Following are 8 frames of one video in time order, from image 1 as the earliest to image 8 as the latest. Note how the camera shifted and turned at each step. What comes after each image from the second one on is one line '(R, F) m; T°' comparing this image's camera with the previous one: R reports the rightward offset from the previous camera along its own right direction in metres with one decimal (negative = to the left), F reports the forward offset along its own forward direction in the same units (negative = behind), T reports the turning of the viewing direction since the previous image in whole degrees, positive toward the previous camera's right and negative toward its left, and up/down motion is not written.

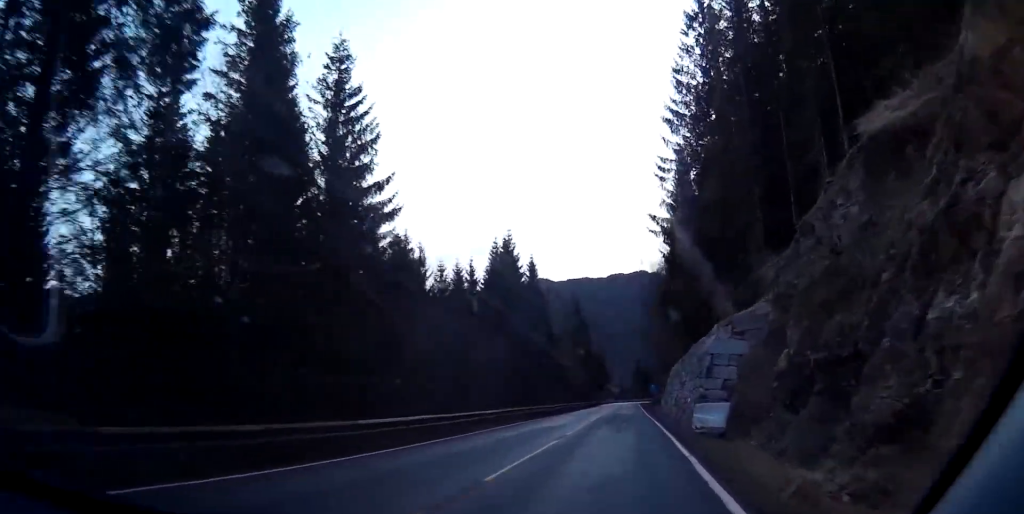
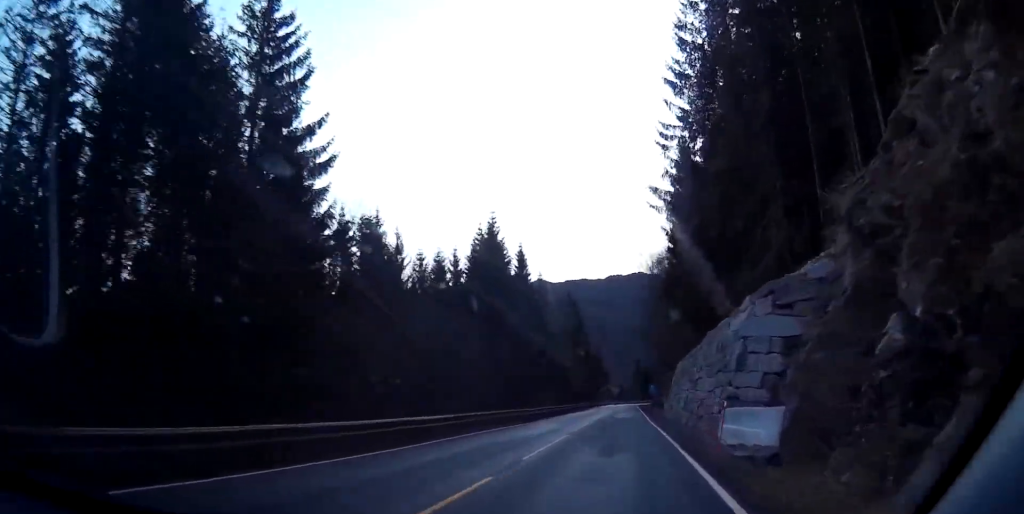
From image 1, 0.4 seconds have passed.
(0.0, +8.9) m; -1°
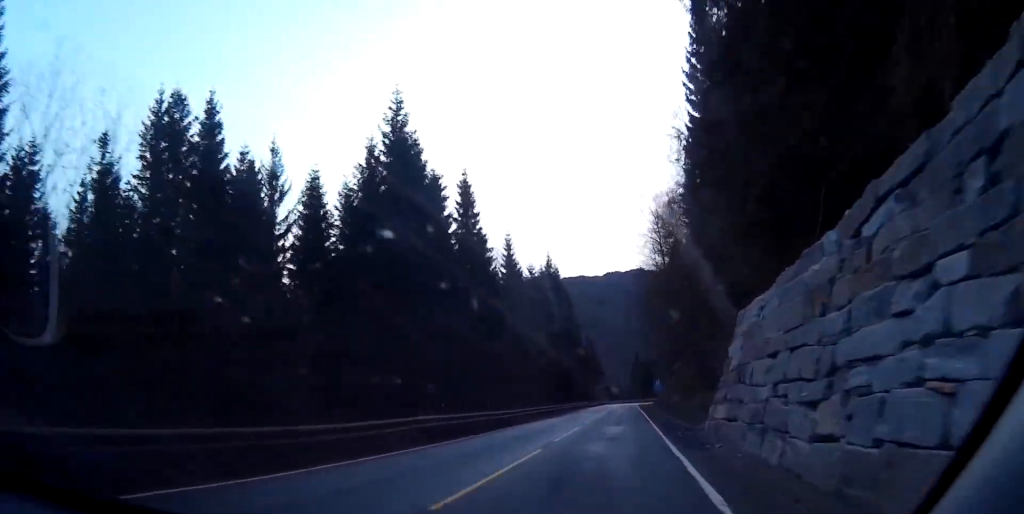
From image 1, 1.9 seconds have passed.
(-0.9, +31.2) m; -3°
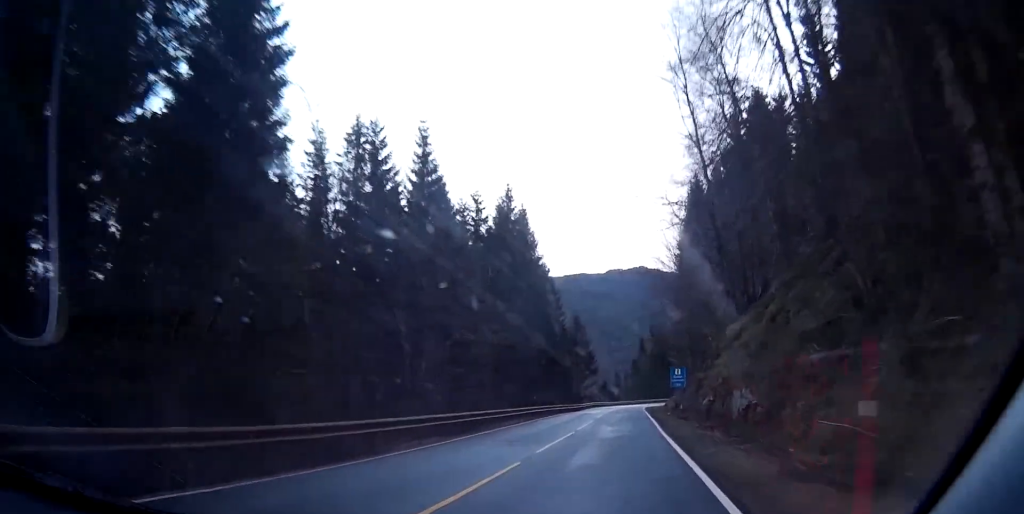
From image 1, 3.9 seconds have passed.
(+0.8, +42.1) m; +10°
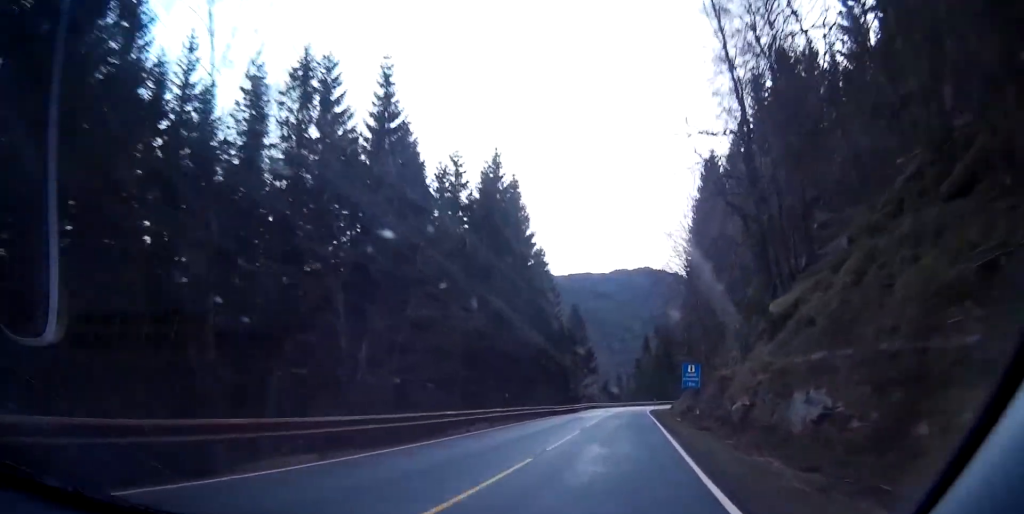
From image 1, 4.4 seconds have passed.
(+0.8, +10.8) m; +7°
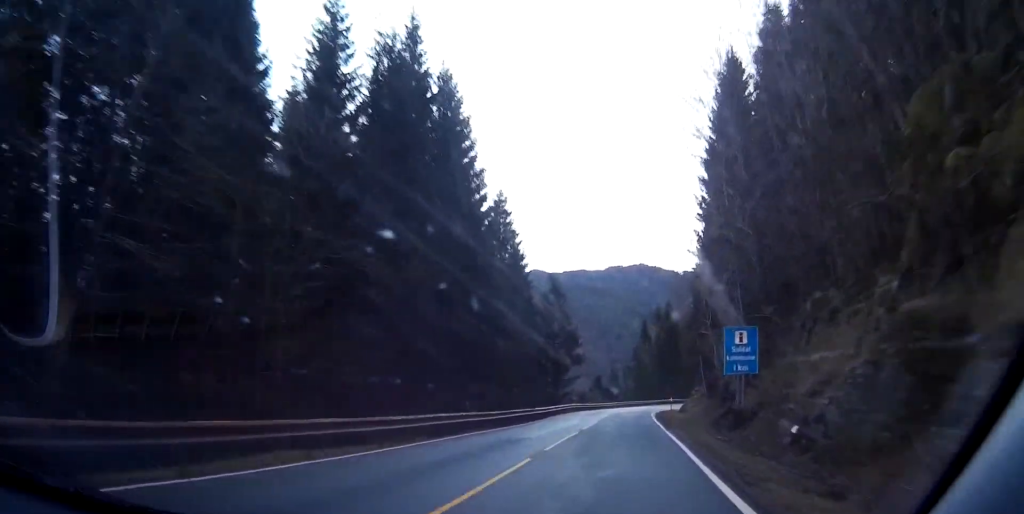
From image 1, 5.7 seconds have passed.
(+3.1, +24.0) m; +10°
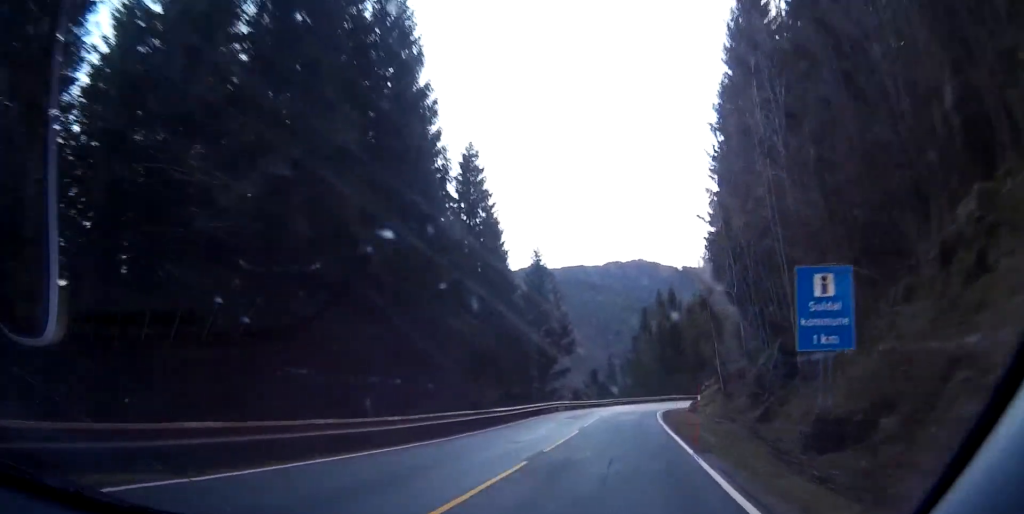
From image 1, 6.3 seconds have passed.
(0.0, +12.2) m; 0°
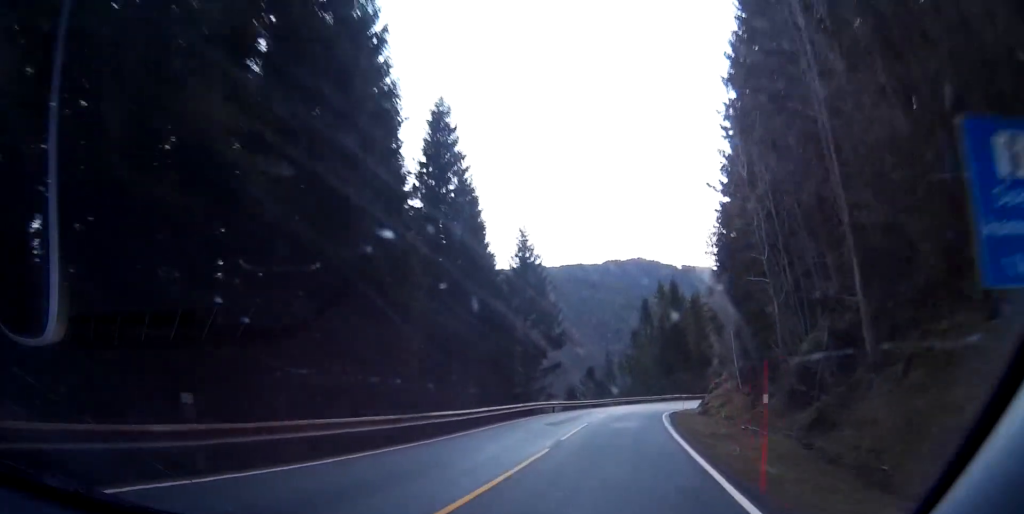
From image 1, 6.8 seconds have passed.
(0.0, +8.9) m; 0°
